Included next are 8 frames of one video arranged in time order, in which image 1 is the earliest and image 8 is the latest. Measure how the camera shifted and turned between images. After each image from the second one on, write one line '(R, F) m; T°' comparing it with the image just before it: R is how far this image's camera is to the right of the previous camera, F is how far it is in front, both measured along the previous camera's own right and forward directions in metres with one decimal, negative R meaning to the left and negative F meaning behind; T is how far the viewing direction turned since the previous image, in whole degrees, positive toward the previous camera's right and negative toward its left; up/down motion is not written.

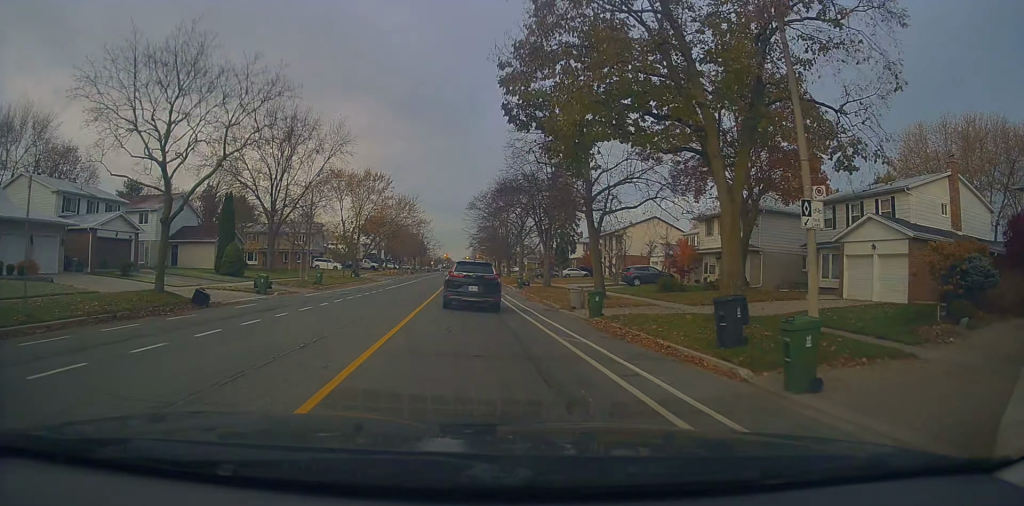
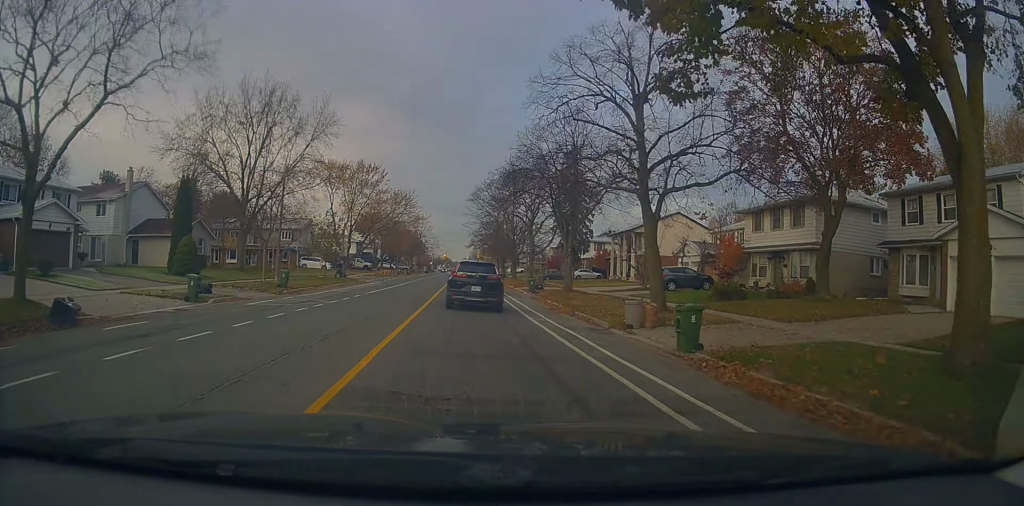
(-0.5, +7.7) m; 0°
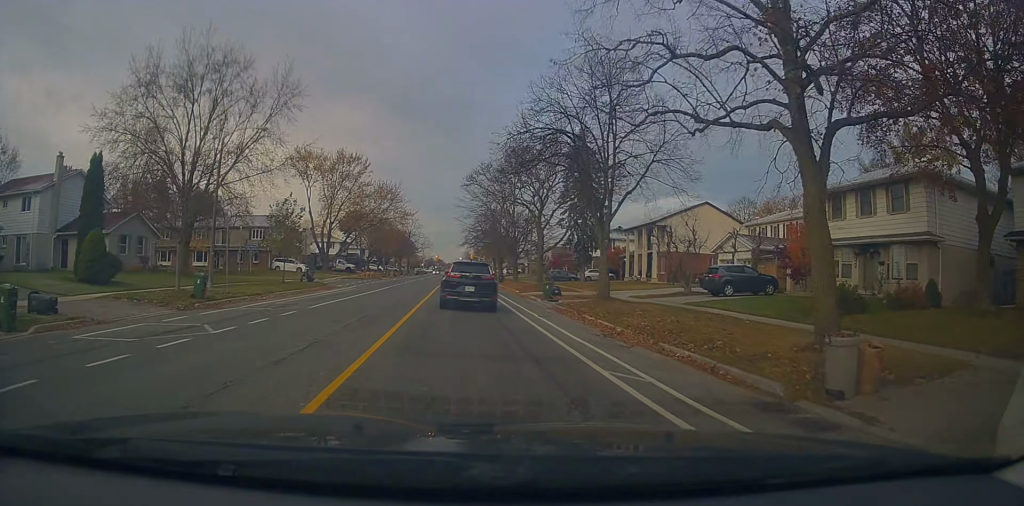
(+0.6, +10.0) m; +3°
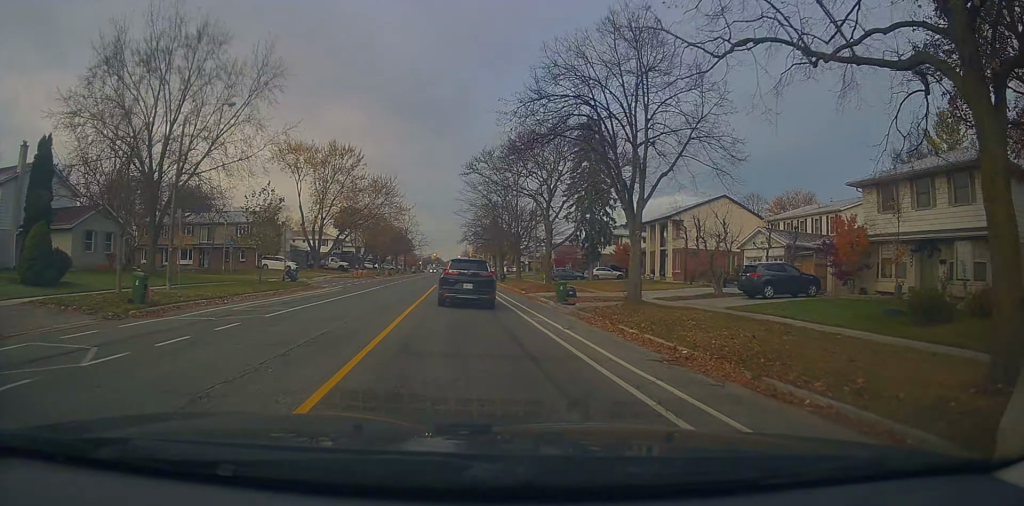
(-0.1, +4.5) m; 0°
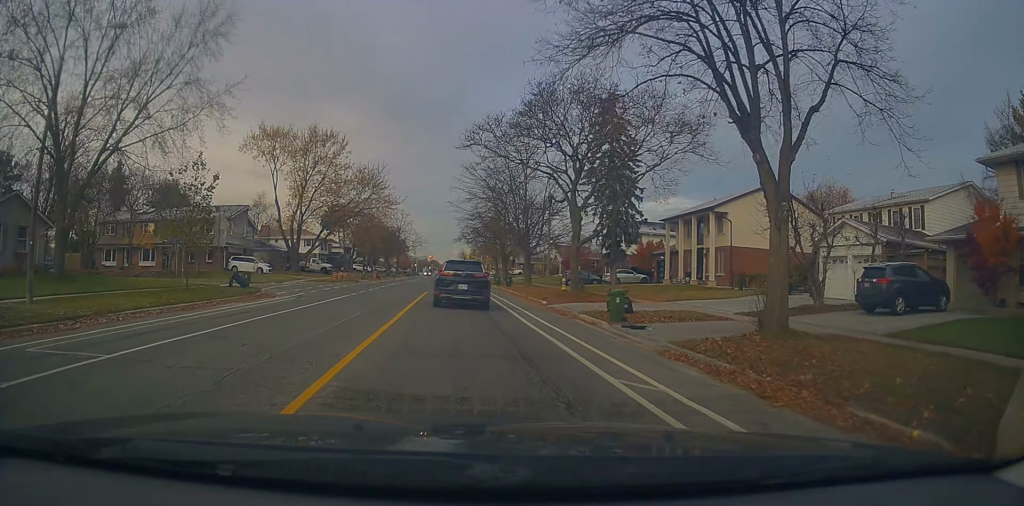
(-0.3, +9.5) m; -6°
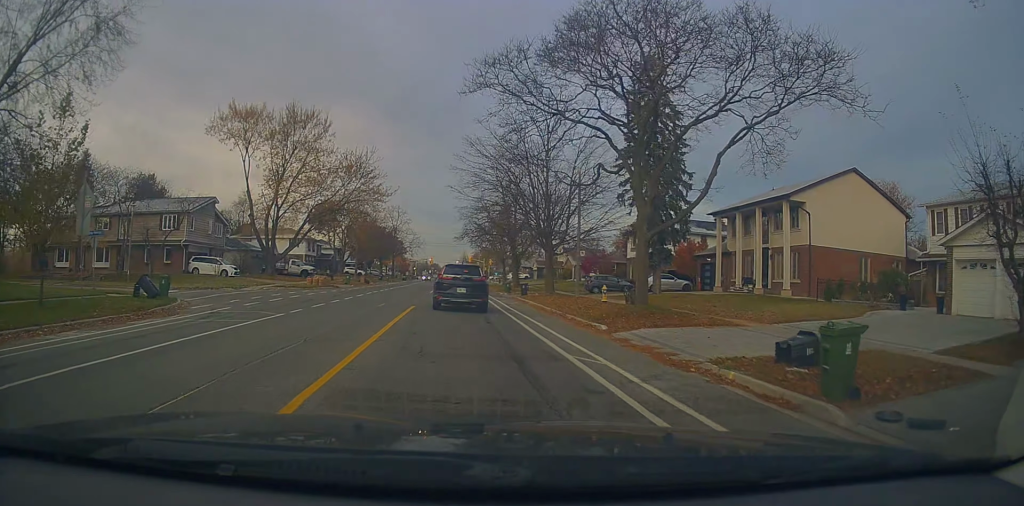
(+0.2, +10.2) m; +6°
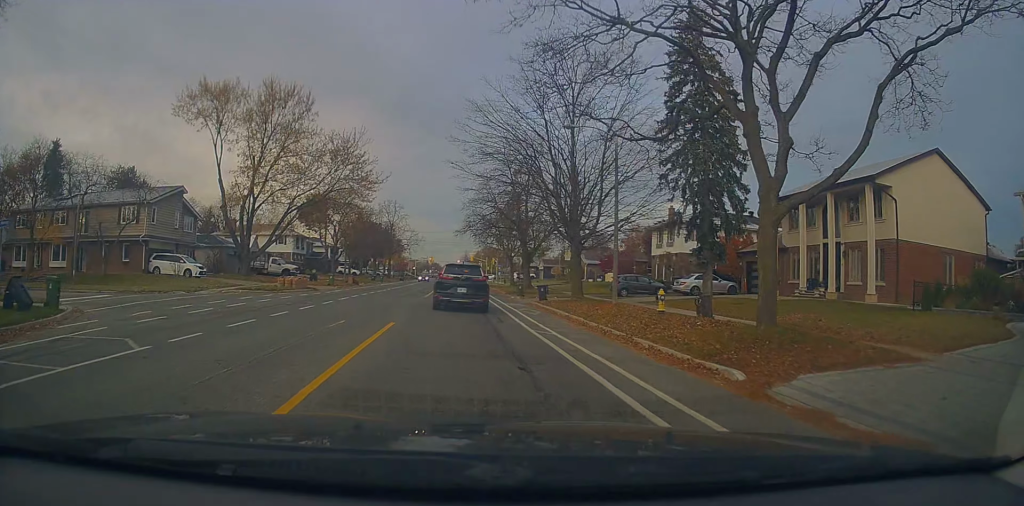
(-0.1, +7.3) m; +1°
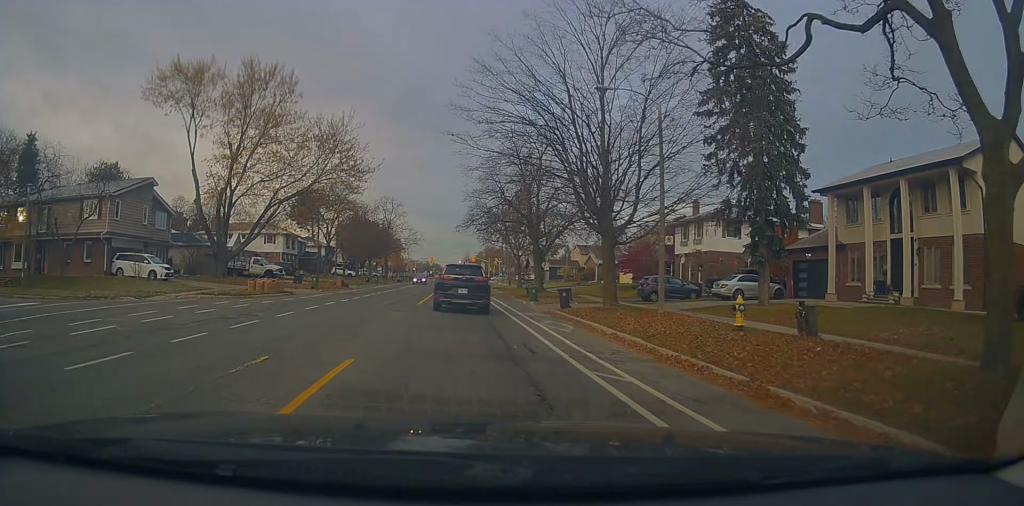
(+0.2, +5.4) m; -3°
